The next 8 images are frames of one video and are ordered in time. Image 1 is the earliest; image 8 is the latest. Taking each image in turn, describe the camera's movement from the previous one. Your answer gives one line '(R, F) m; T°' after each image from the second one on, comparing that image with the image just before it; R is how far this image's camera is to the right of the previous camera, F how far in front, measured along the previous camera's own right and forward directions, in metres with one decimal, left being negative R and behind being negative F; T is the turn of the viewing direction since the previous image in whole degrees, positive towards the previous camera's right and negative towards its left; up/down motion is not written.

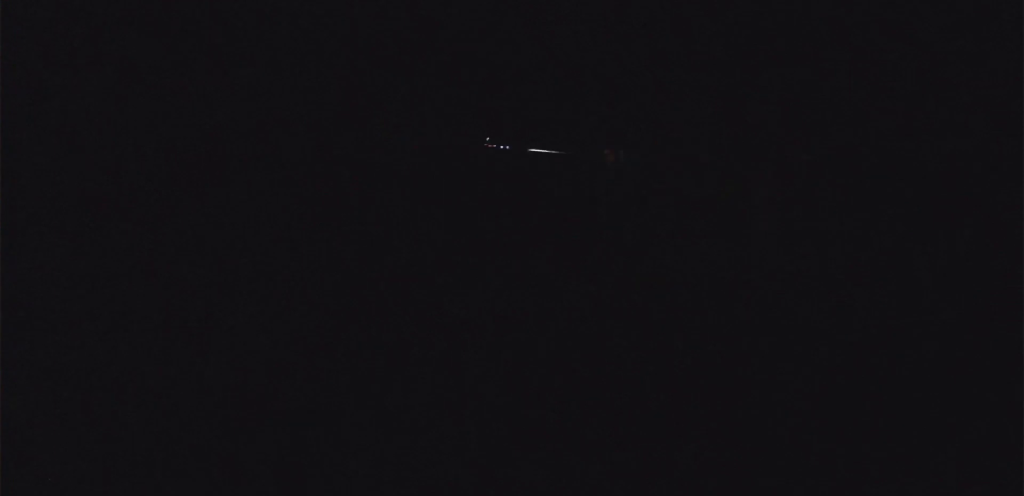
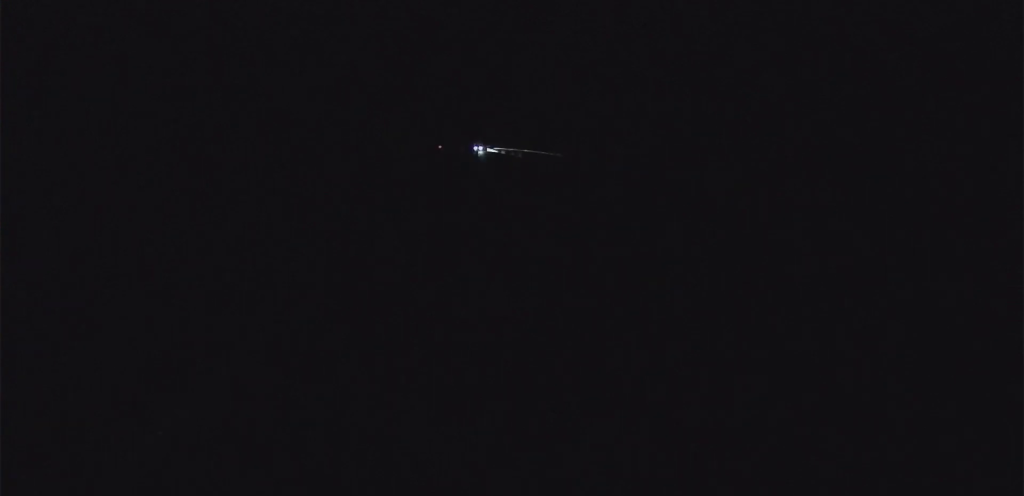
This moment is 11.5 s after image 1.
(+10.5, +212.3) m; +6°
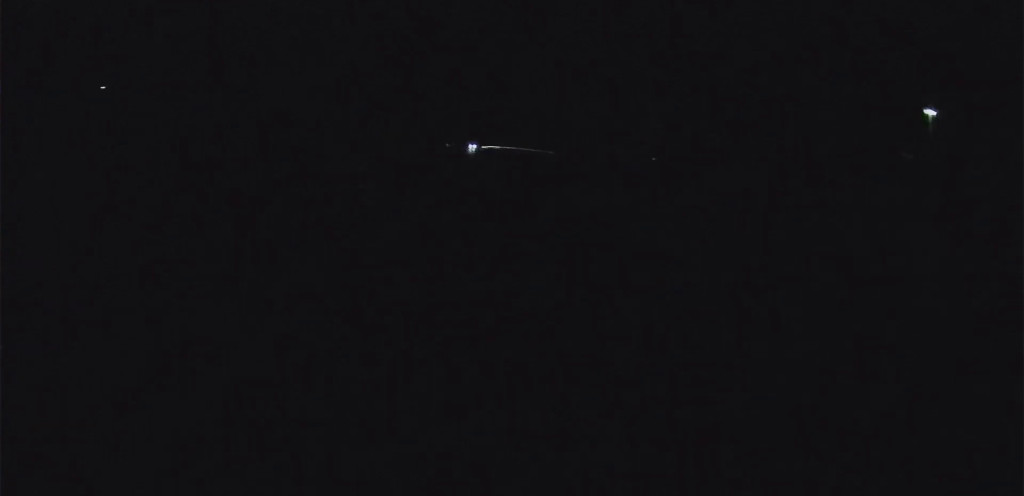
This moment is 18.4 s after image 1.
(+5.4, +132.9) m; +4°
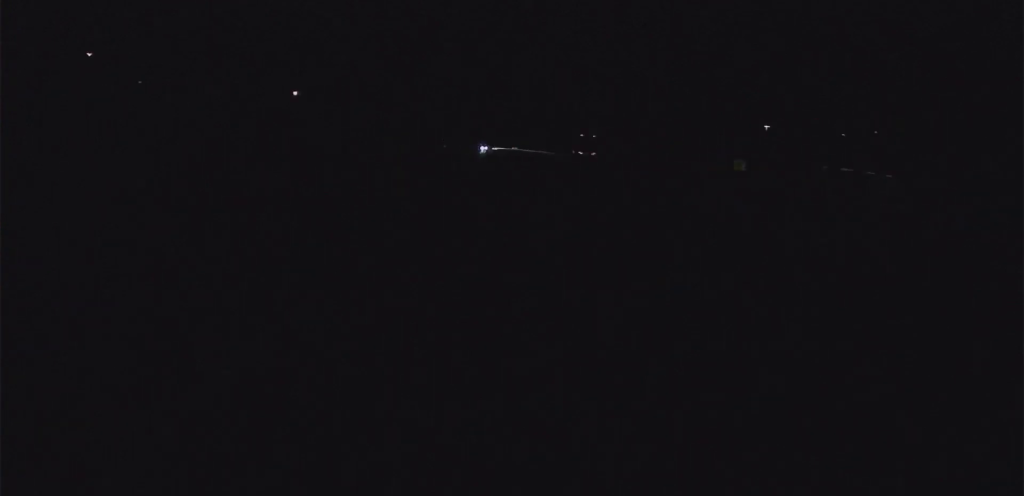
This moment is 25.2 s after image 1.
(+4.2, +146.2) m; +3°
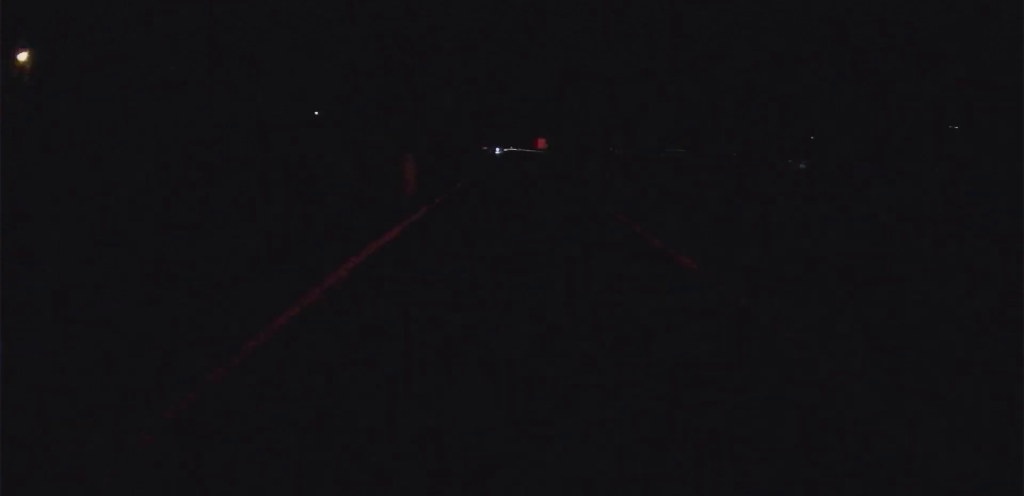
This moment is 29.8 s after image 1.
(+1.6, +95.3) m; +1°
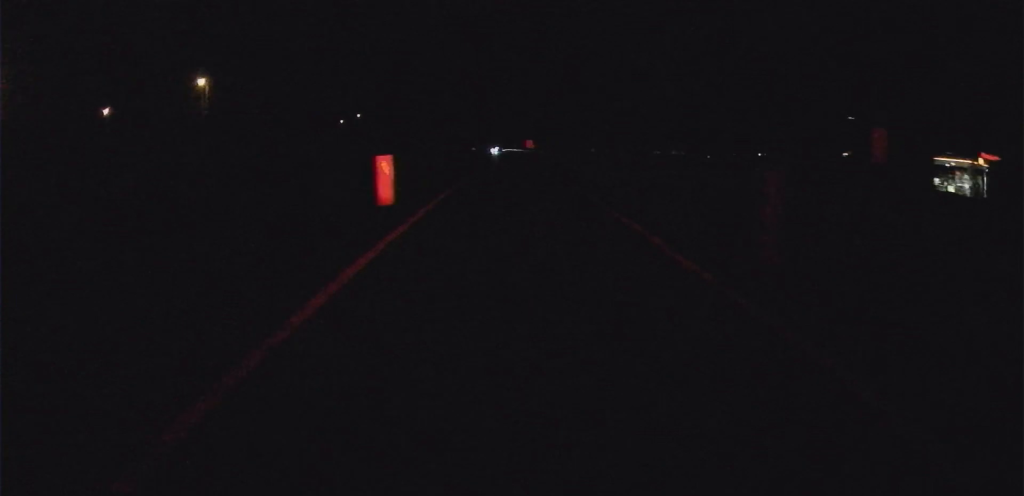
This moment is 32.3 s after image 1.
(+1.7, +46.7) m; 0°
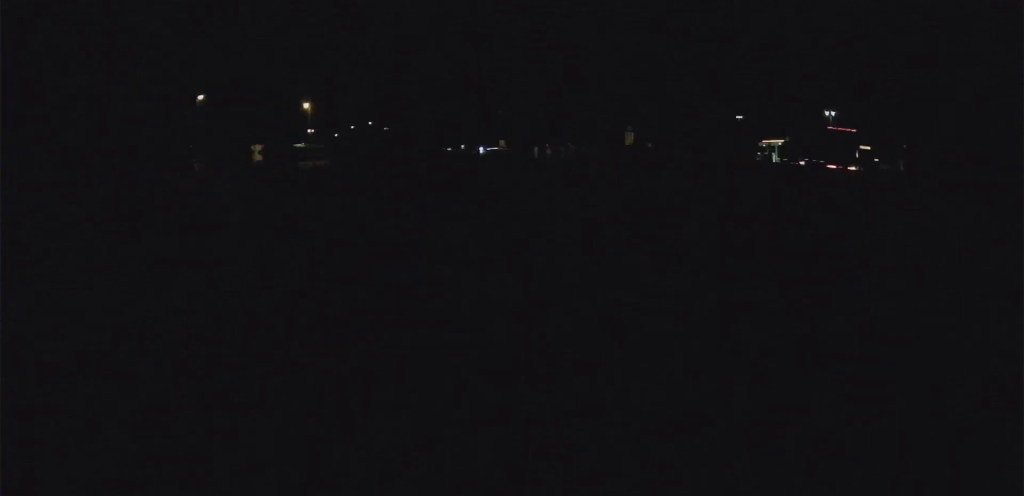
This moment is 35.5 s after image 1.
(-0.3, +59.2) m; -2°
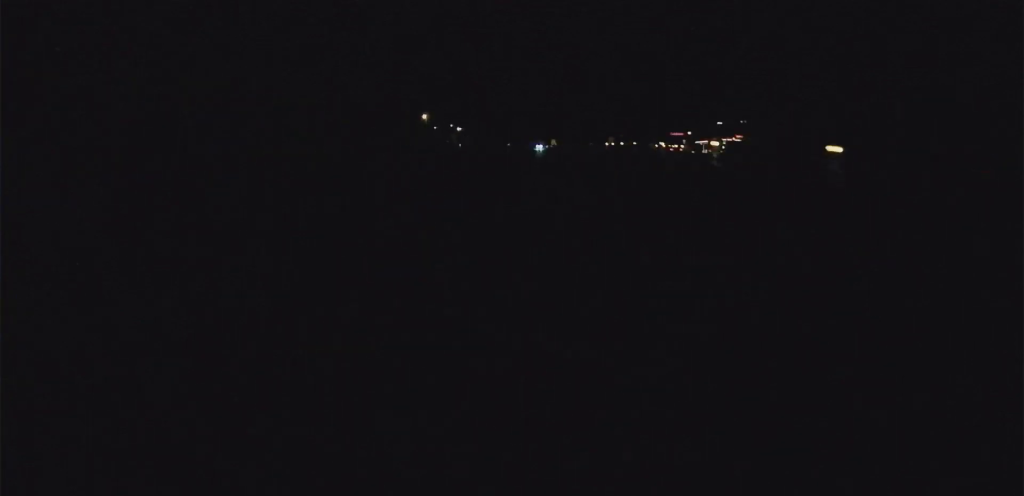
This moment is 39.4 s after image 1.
(-0.9, +76.1) m; -4°
